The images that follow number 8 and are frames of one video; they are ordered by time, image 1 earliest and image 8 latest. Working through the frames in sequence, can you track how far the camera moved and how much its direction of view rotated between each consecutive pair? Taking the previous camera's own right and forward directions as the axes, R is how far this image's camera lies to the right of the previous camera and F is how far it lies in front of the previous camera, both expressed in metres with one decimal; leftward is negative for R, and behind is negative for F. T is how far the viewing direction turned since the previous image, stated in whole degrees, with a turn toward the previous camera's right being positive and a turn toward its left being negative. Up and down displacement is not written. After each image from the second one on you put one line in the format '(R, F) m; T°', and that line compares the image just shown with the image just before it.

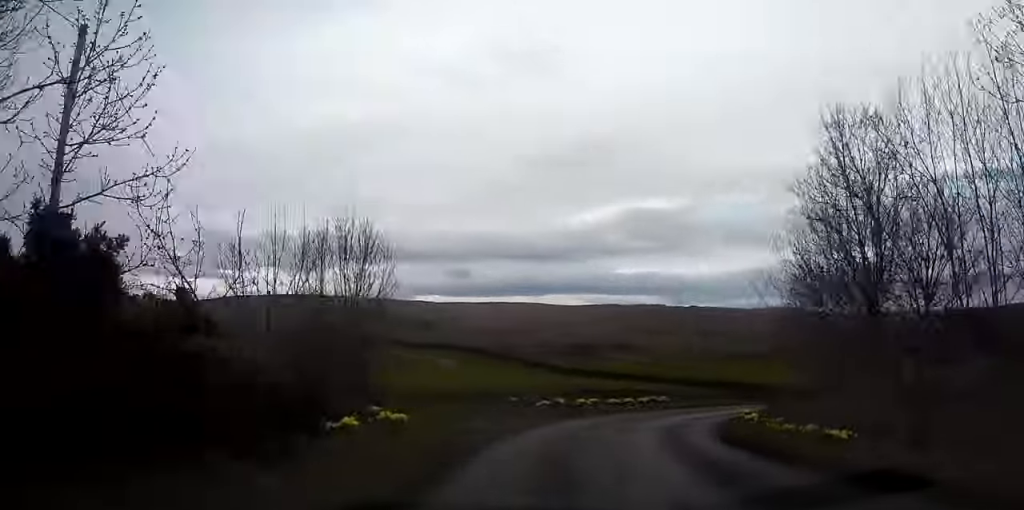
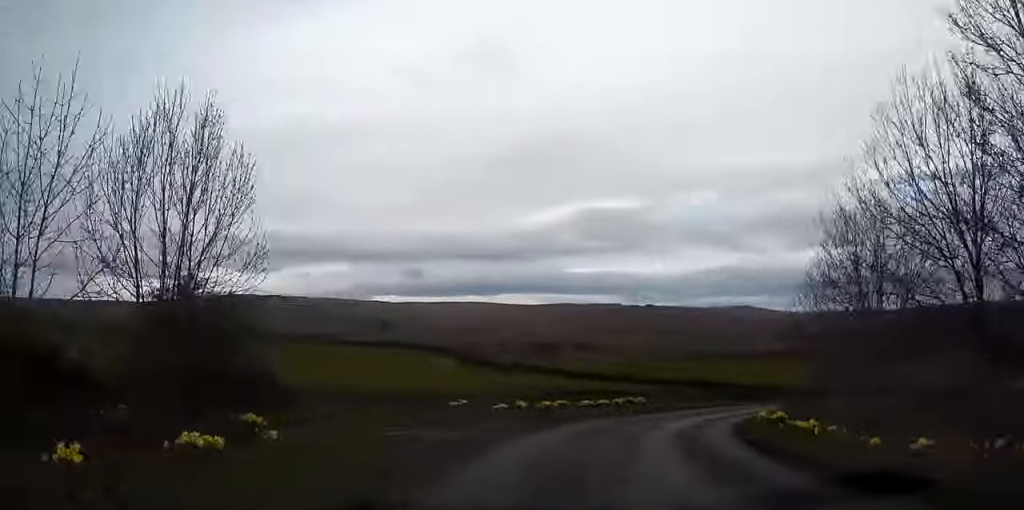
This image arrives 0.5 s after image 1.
(-0.1, +8.0) m; +3°
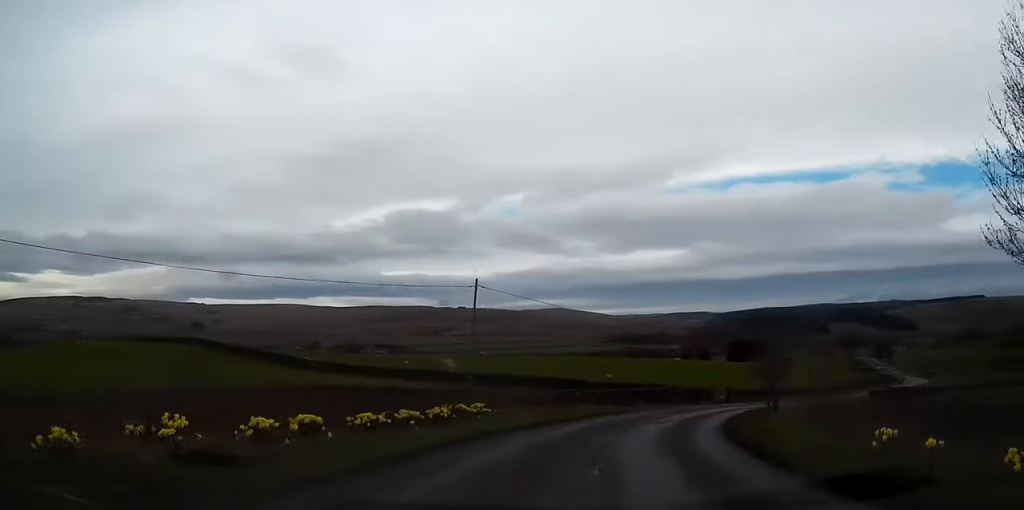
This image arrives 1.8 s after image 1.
(+2.5, +20.8) m; +13°
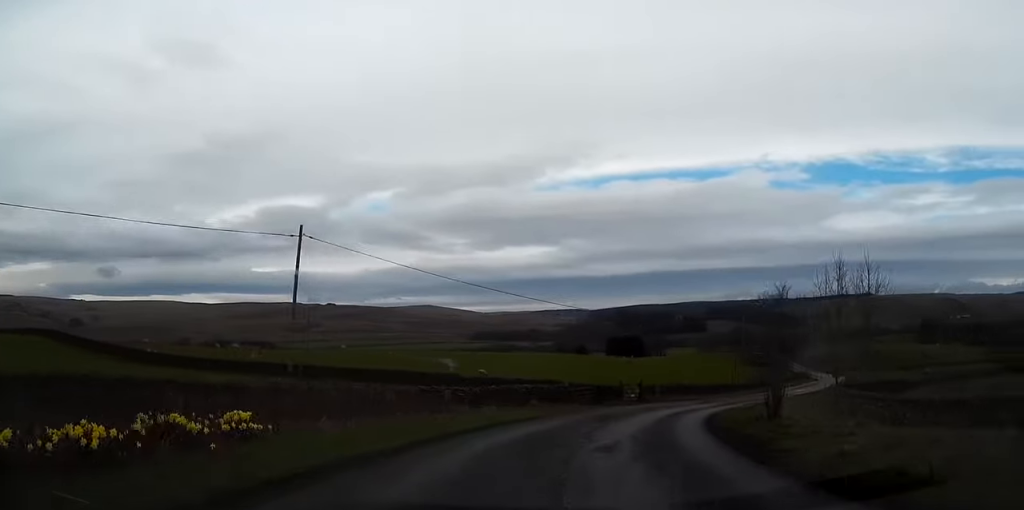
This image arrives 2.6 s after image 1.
(+0.9, +13.6) m; +9°
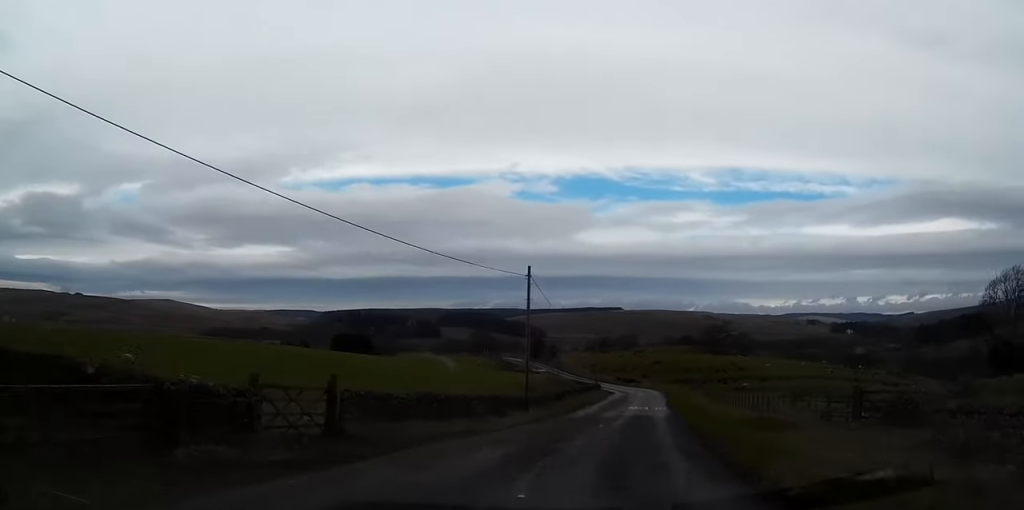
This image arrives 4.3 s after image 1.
(+6.3, +31.8) m; +21°
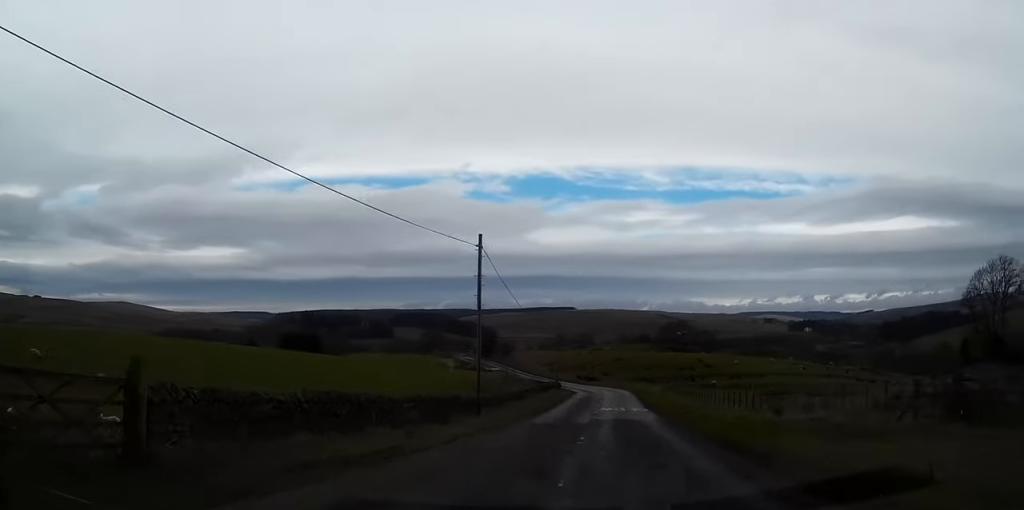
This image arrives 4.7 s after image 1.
(+0.4, +7.9) m; +3°
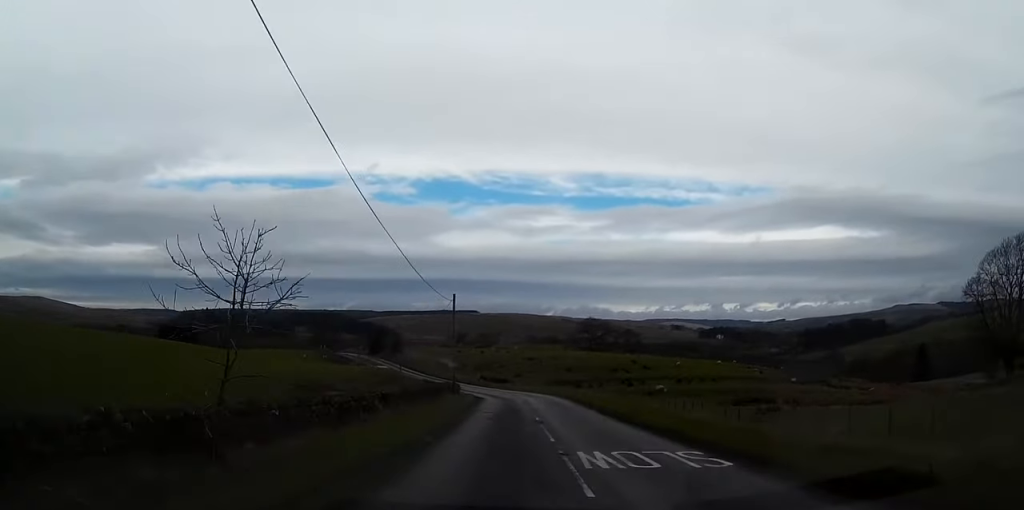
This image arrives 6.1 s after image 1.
(+2.2, +27.0) m; +7°
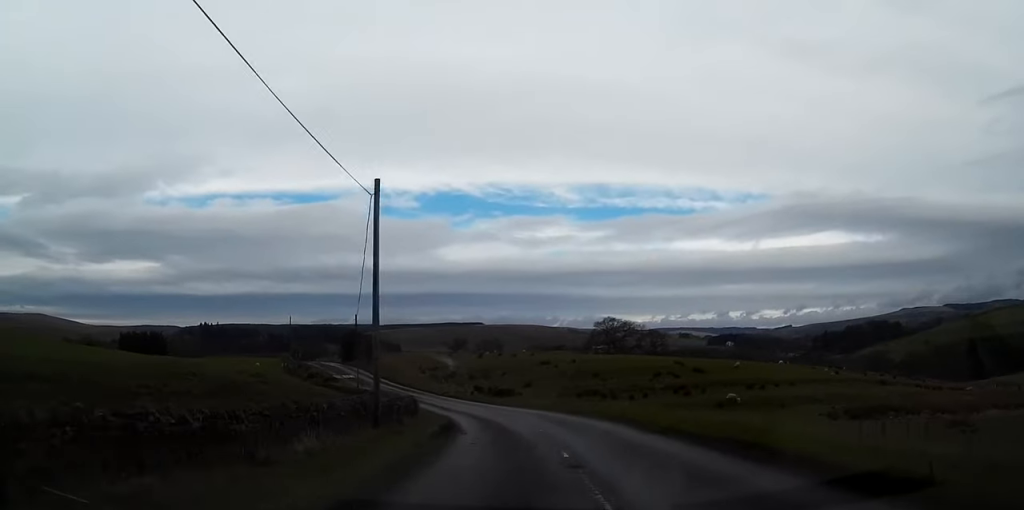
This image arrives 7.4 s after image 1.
(+0.9, +28.9) m; +2°
